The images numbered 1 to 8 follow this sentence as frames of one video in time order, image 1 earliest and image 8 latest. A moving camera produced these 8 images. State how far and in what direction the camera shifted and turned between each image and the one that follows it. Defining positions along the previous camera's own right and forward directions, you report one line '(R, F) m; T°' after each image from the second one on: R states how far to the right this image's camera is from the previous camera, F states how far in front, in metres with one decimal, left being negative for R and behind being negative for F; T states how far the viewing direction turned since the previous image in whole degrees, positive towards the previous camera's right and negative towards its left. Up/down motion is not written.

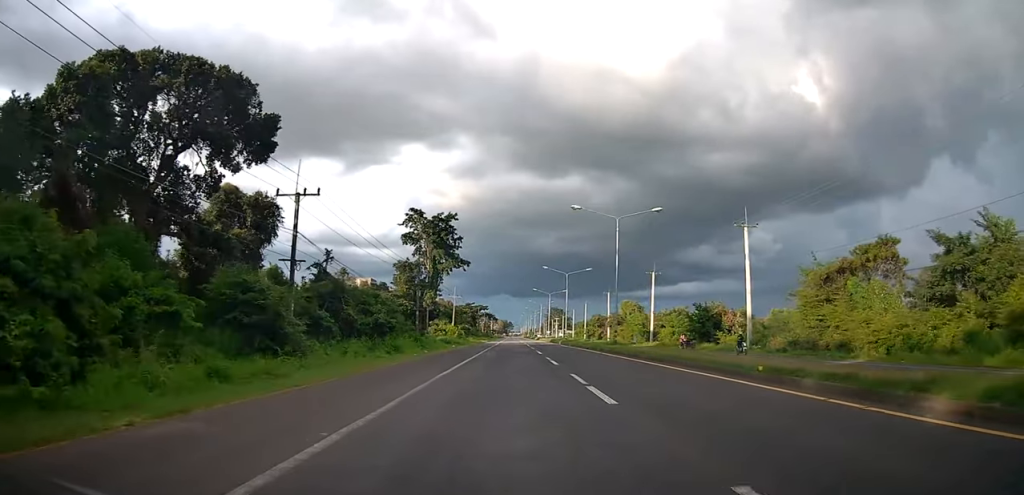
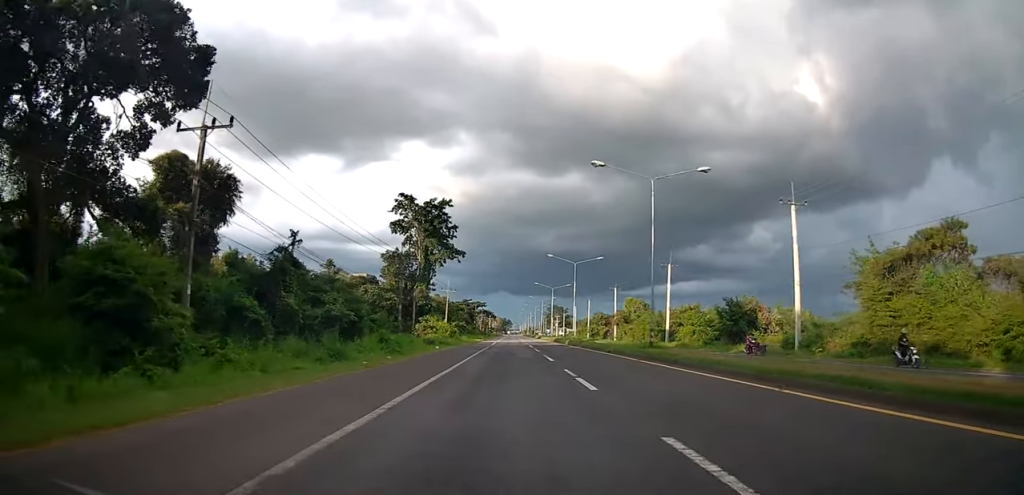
(-0.1, +9.8) m; 0°
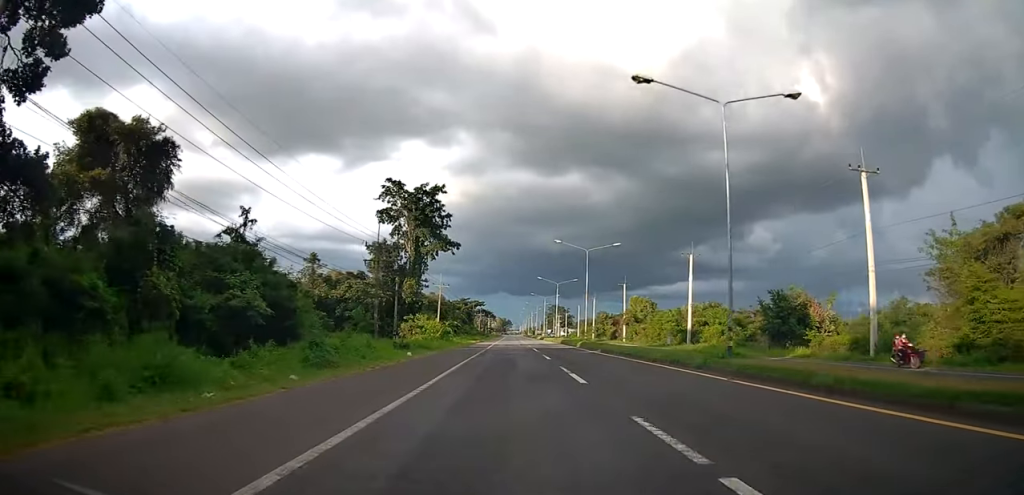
(+0.3, +10.2) m; +1°
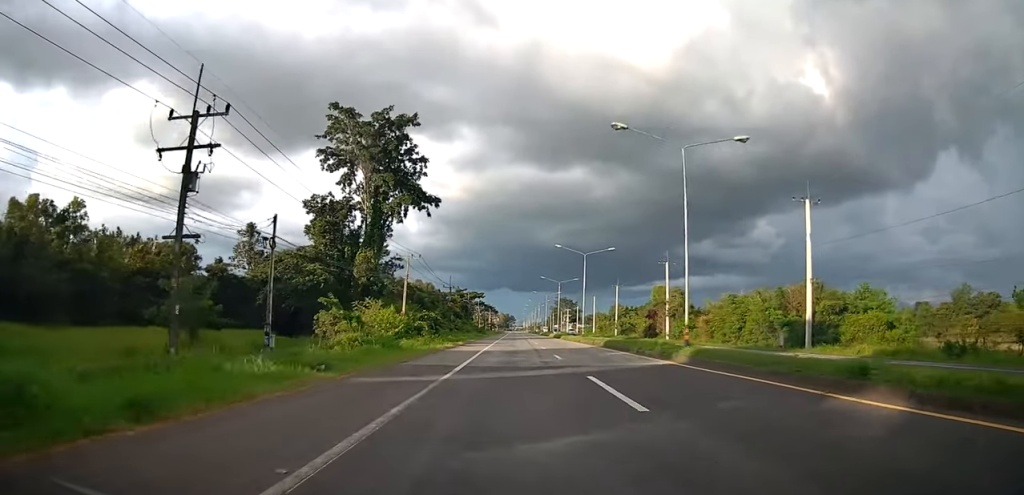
(+0.3, +29.8) m; -1°
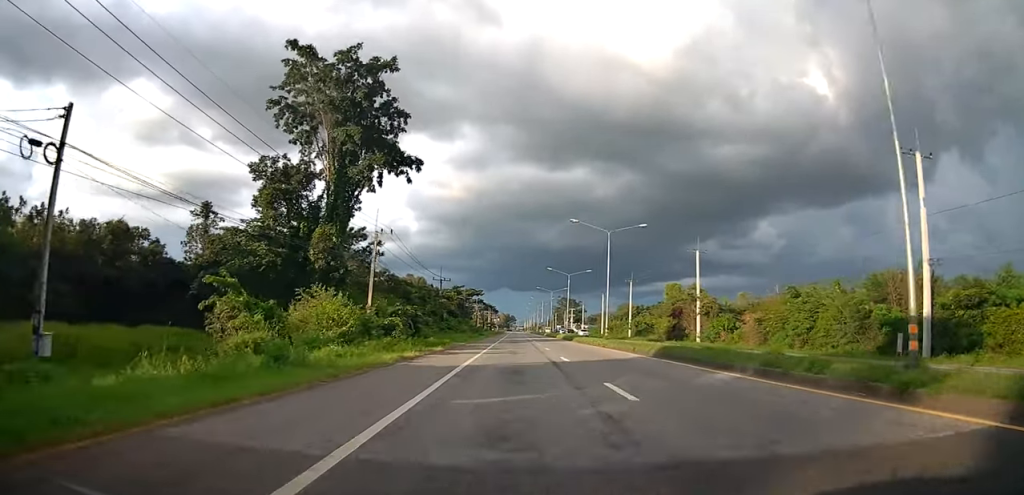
(-0.5, +13.8) m; 0°
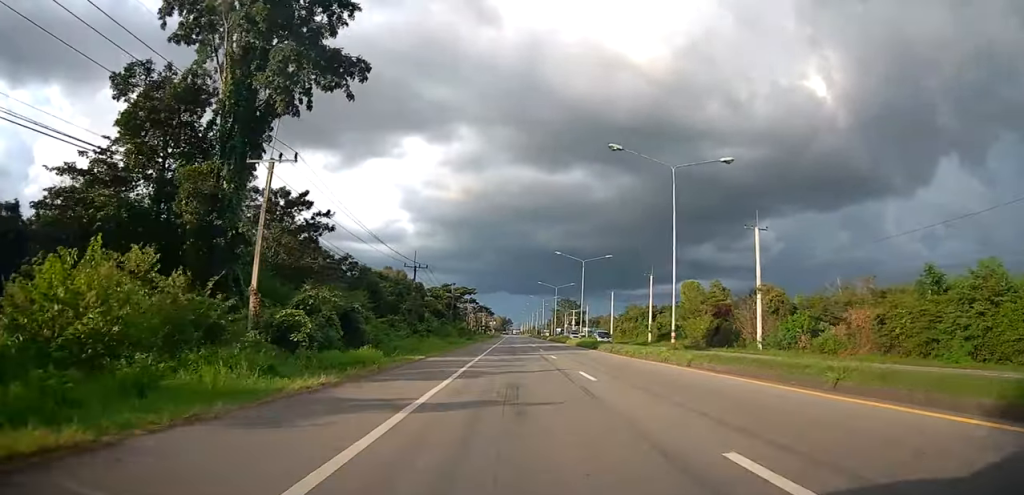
(+0.1, +19.0) m; 0°
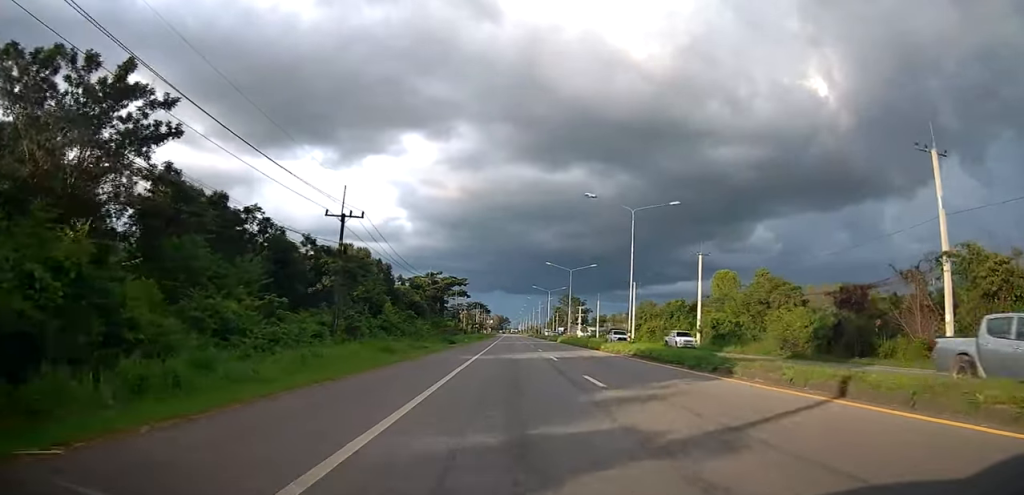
(-0.2, +25.7) m; 0°
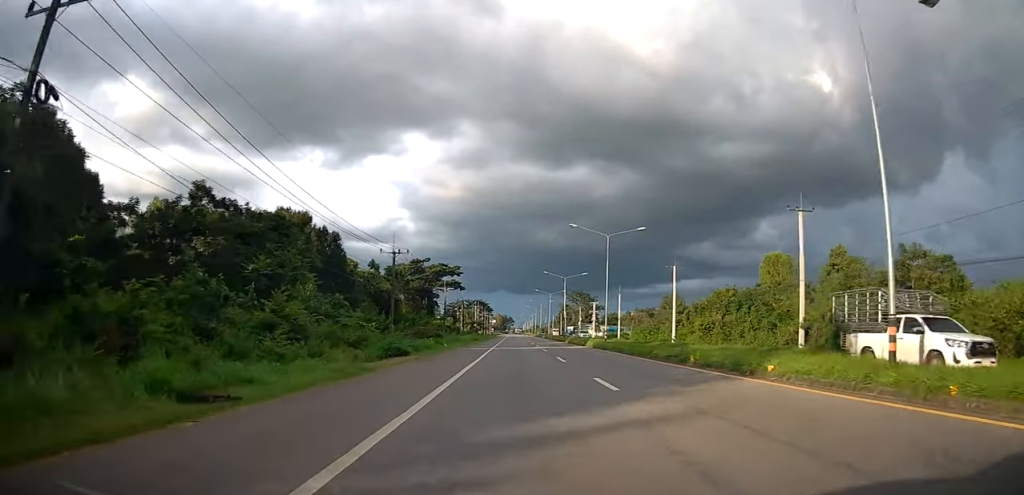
(+0.3, +24.7) m; +2°
